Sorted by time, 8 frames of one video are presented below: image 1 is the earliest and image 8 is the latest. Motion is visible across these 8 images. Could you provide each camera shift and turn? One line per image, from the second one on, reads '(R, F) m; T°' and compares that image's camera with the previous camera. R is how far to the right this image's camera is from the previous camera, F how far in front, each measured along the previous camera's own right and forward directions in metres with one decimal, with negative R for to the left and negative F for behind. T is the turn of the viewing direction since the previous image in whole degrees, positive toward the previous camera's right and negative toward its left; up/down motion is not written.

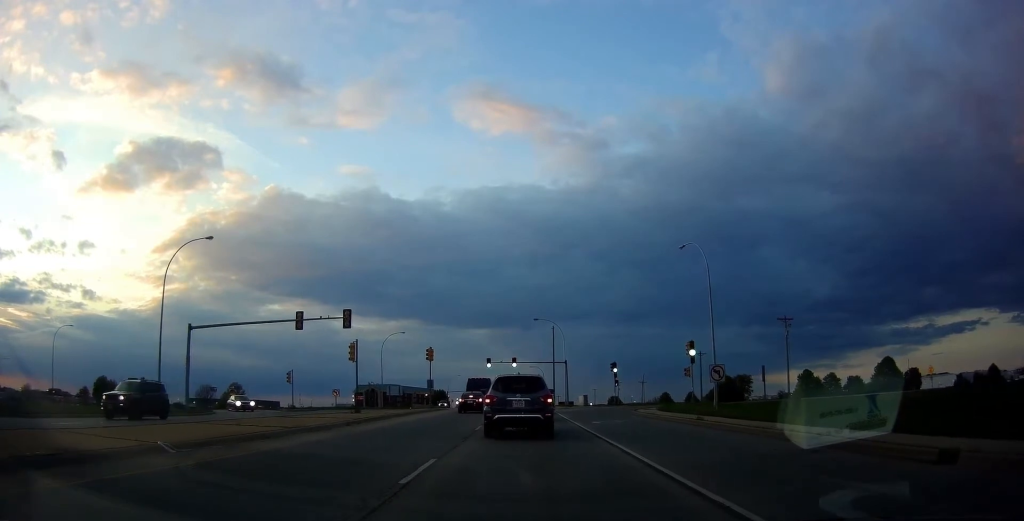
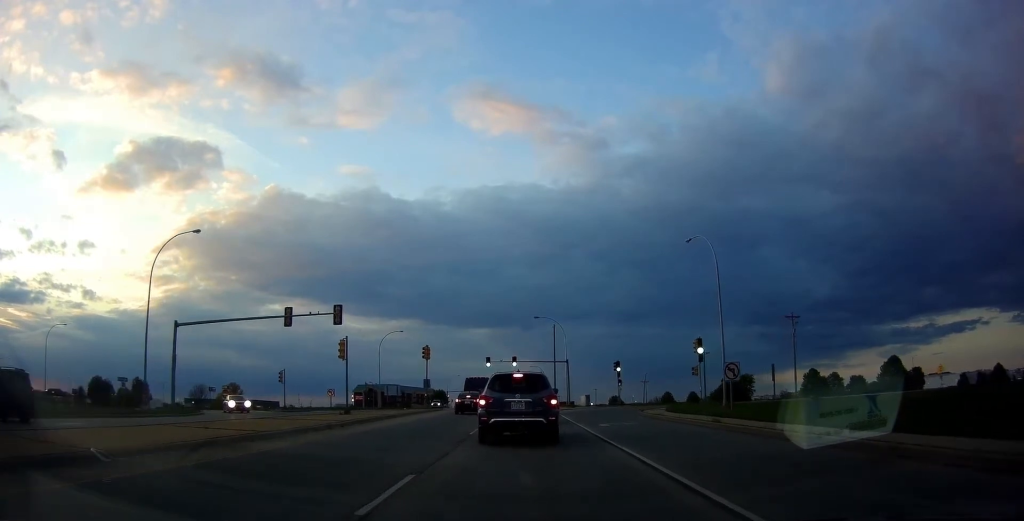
(0.0, +2.1) m; 0°
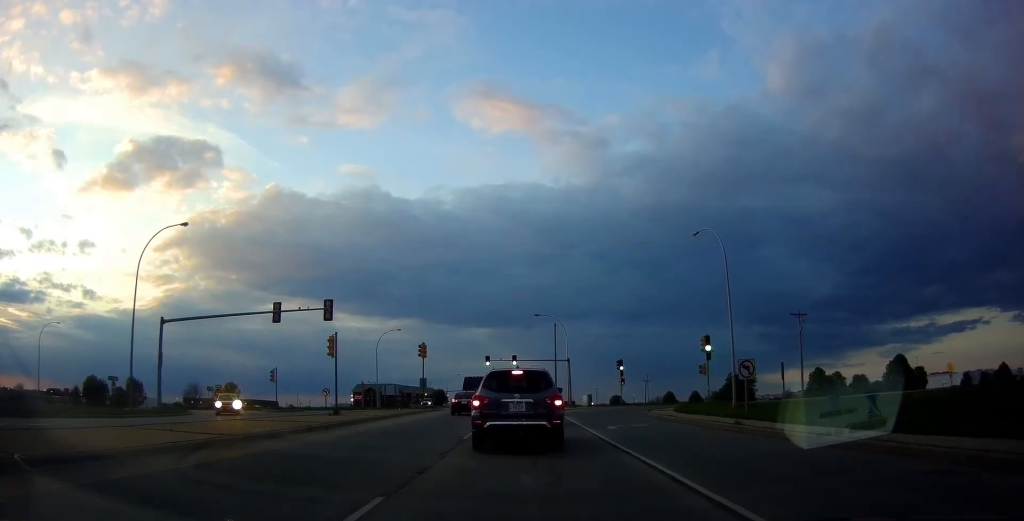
(0.0, +2.0) m; 0°
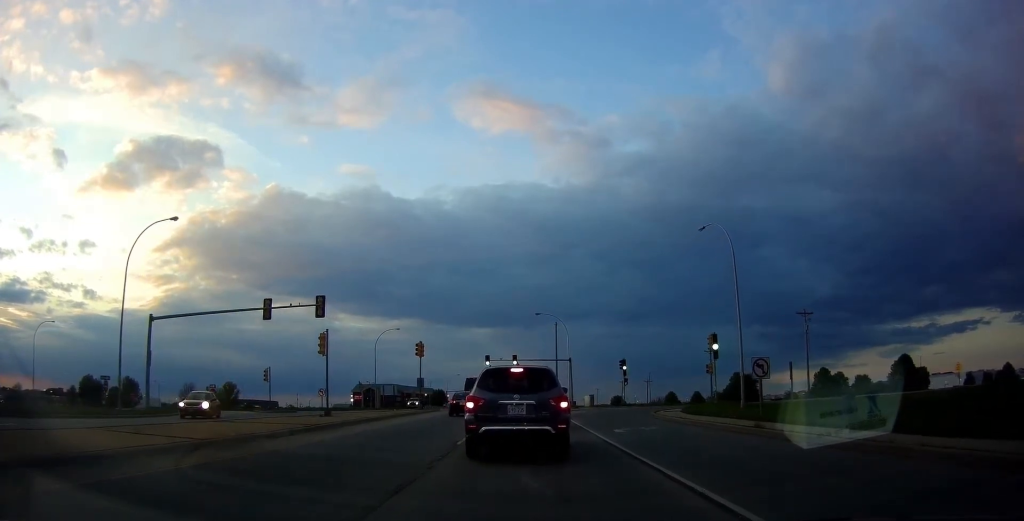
(0.0, +1.7) m; 0°
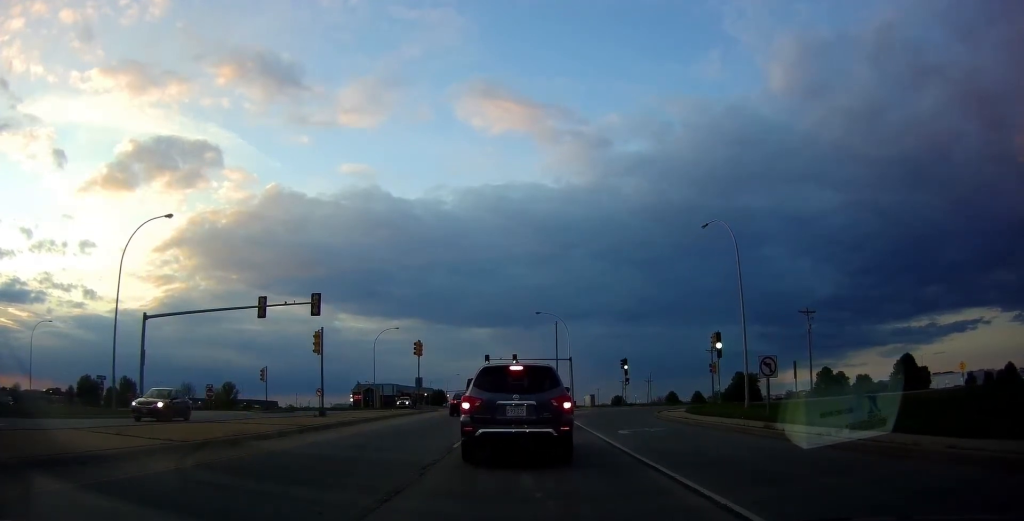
(0.0, +0.8) m; 0°
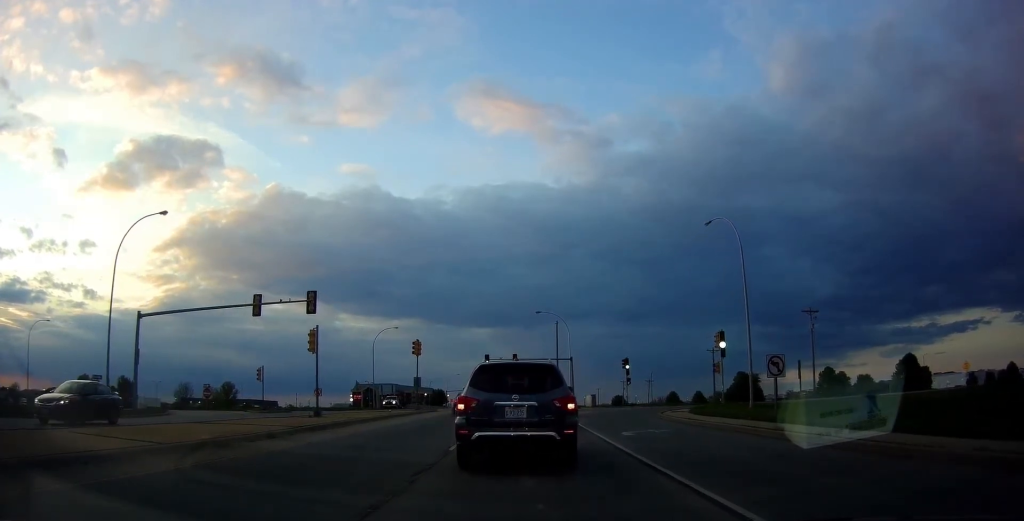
(0.0, +0.8) m; 0°
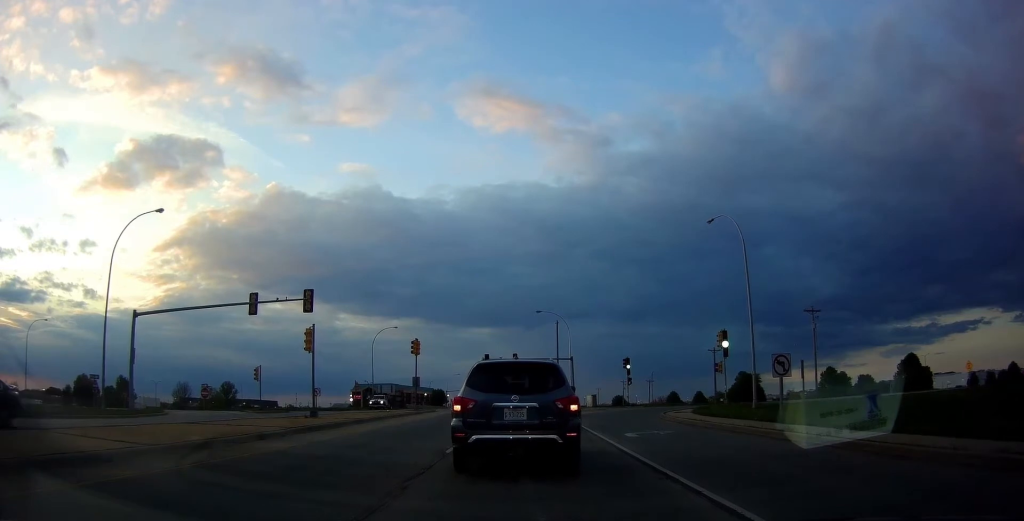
(0.0, +0.6) m; 0°
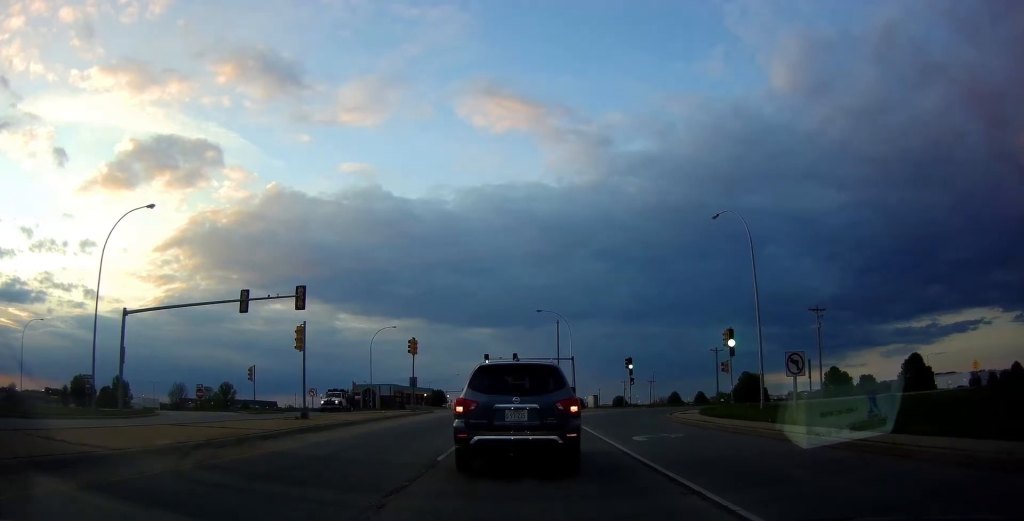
(0.0, +1.5) m; 0°
